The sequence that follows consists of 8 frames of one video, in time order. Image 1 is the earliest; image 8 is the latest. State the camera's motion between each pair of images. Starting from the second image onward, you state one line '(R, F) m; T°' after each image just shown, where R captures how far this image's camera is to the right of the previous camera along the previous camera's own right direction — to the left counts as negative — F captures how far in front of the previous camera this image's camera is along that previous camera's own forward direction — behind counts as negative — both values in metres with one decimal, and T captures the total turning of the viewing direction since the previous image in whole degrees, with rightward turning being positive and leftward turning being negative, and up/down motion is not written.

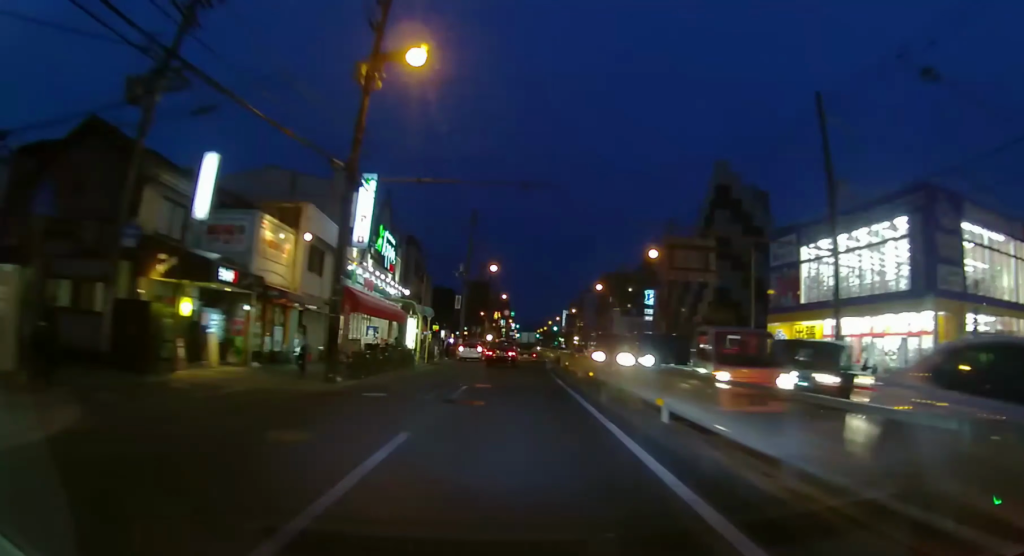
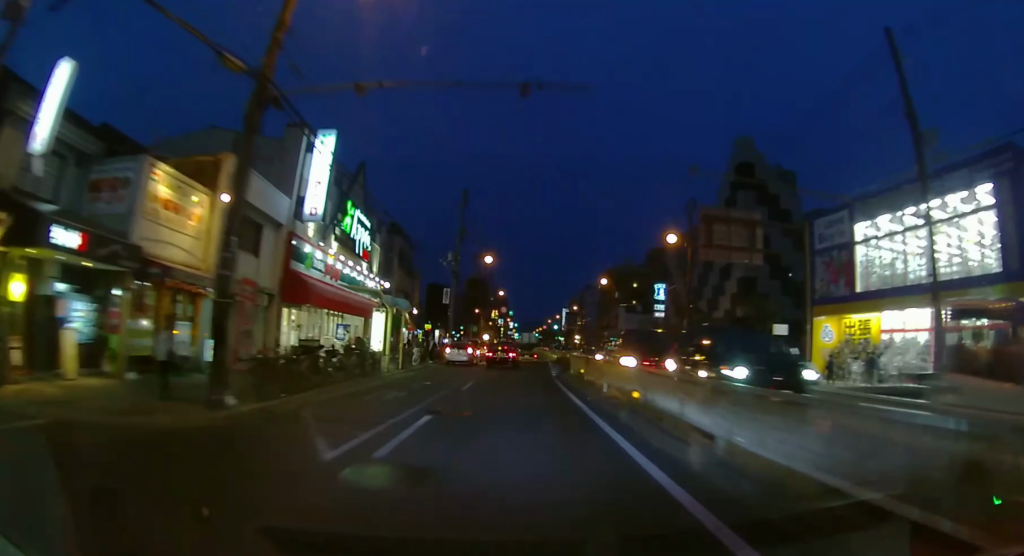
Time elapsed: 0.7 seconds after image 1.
(-0.1, +6.4) m; 0°
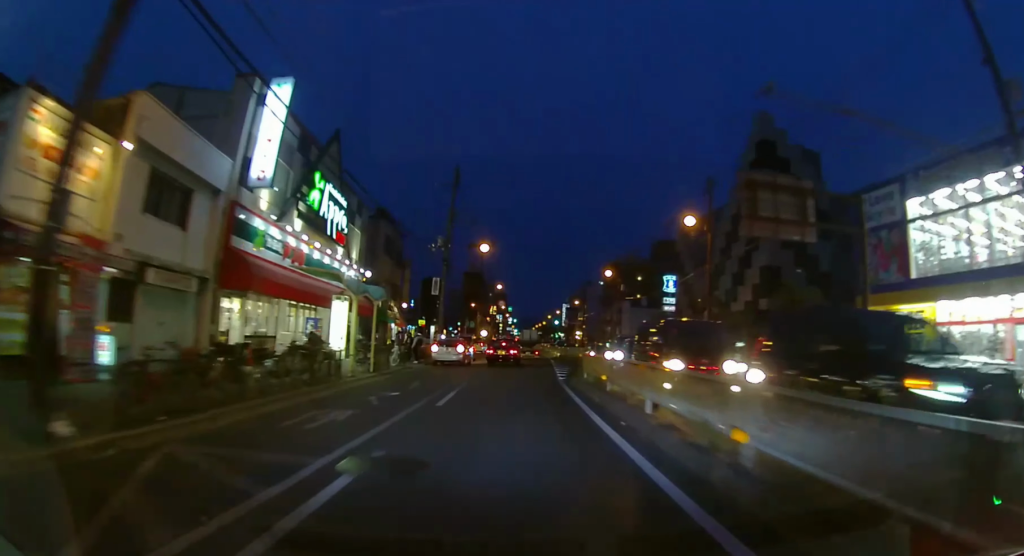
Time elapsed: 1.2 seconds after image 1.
(0.0, +5.0) m; +1°
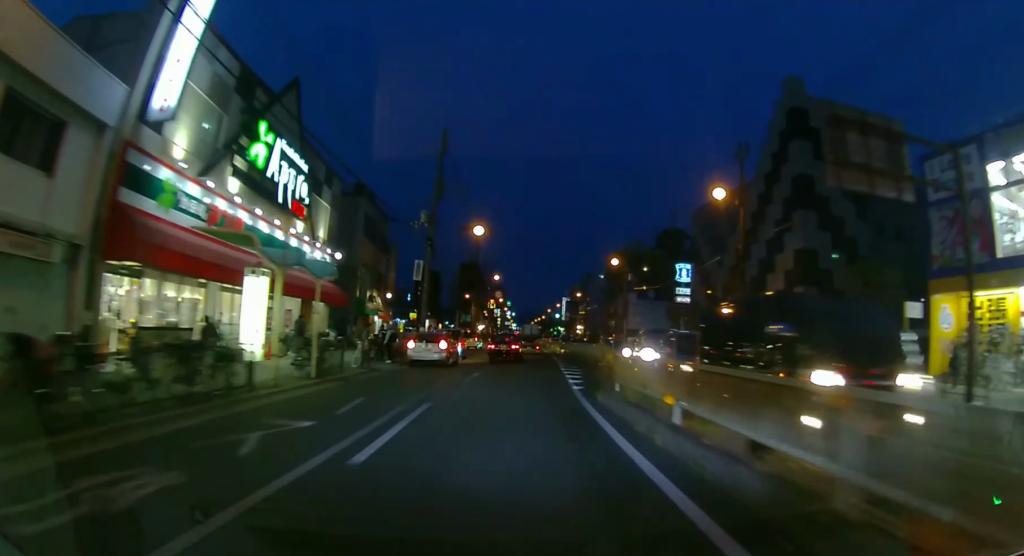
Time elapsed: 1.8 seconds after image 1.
(0.0, +5.7) m; +1°
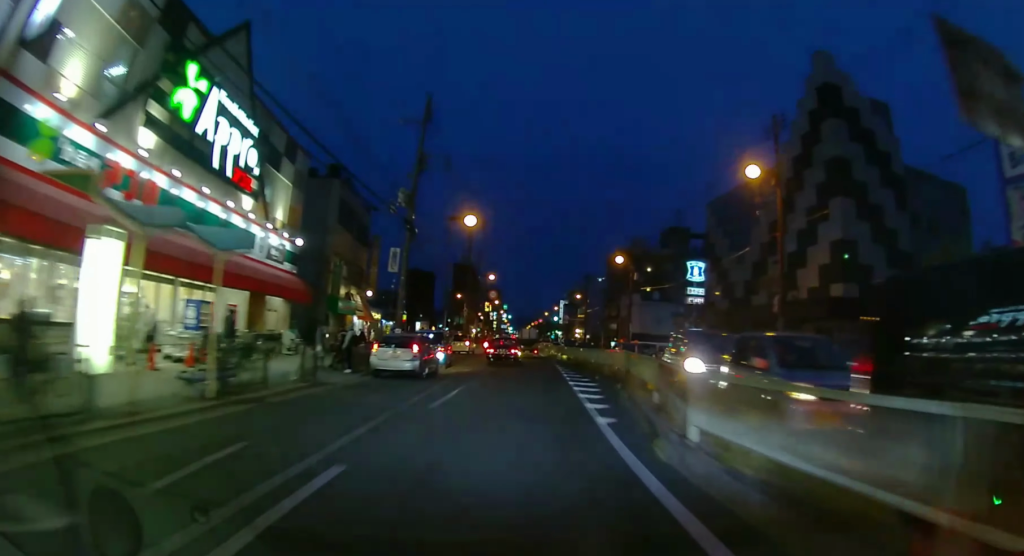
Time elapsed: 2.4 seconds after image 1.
(+0.1, +5.4) m; +1°
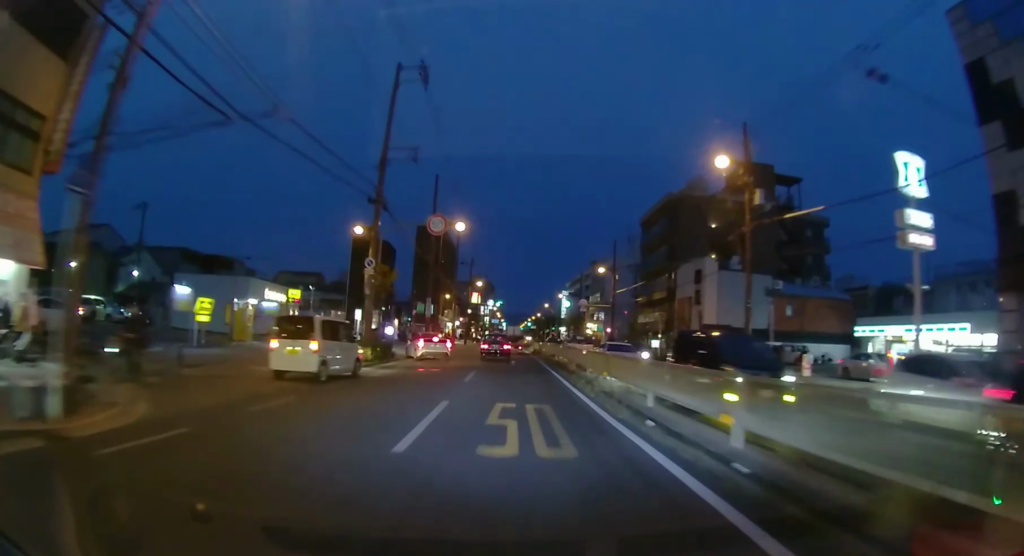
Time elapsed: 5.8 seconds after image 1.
(+0.1, +33.6) m; 0°
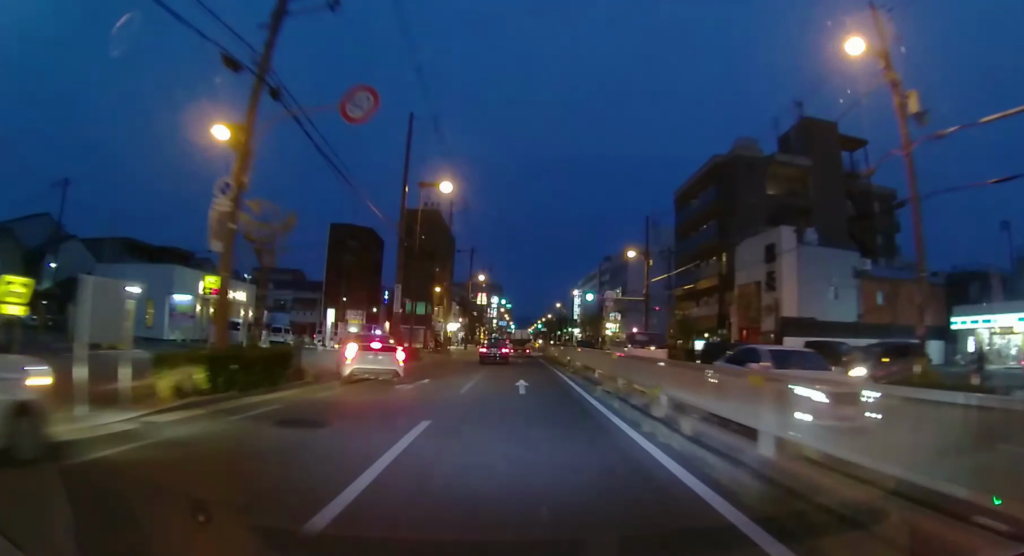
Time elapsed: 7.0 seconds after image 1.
(-0.1, +12.3) m; -1°
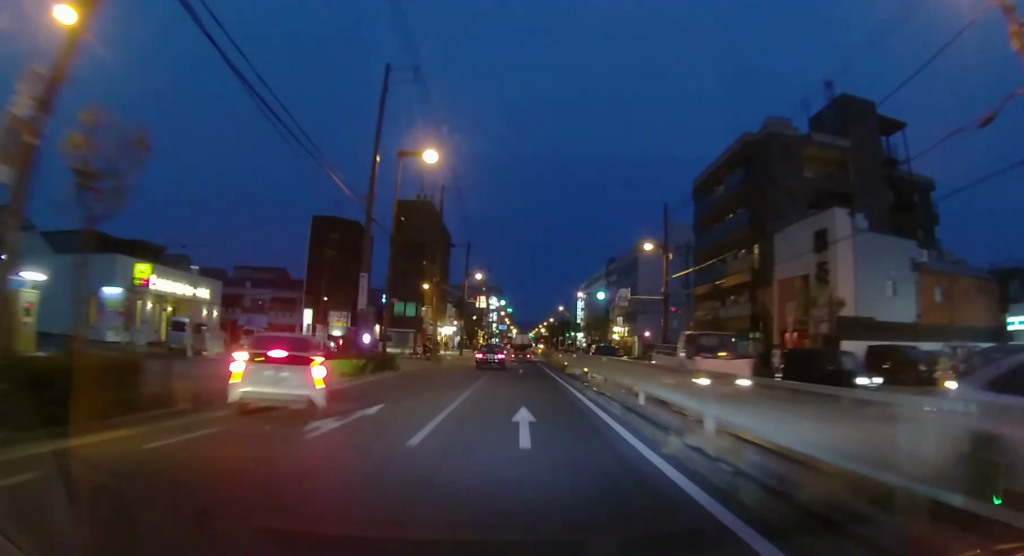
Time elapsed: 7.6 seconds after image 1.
(0.0, +6.3) m; 0°
